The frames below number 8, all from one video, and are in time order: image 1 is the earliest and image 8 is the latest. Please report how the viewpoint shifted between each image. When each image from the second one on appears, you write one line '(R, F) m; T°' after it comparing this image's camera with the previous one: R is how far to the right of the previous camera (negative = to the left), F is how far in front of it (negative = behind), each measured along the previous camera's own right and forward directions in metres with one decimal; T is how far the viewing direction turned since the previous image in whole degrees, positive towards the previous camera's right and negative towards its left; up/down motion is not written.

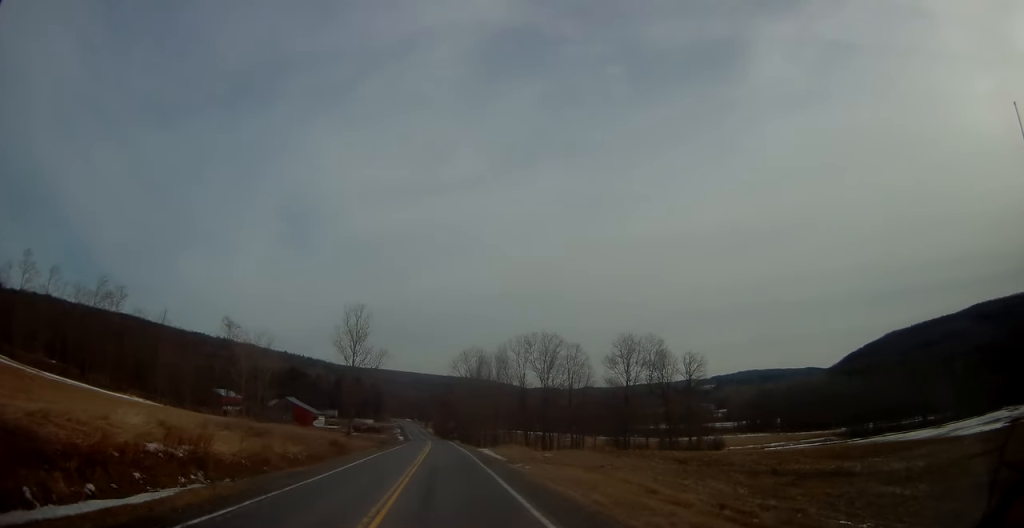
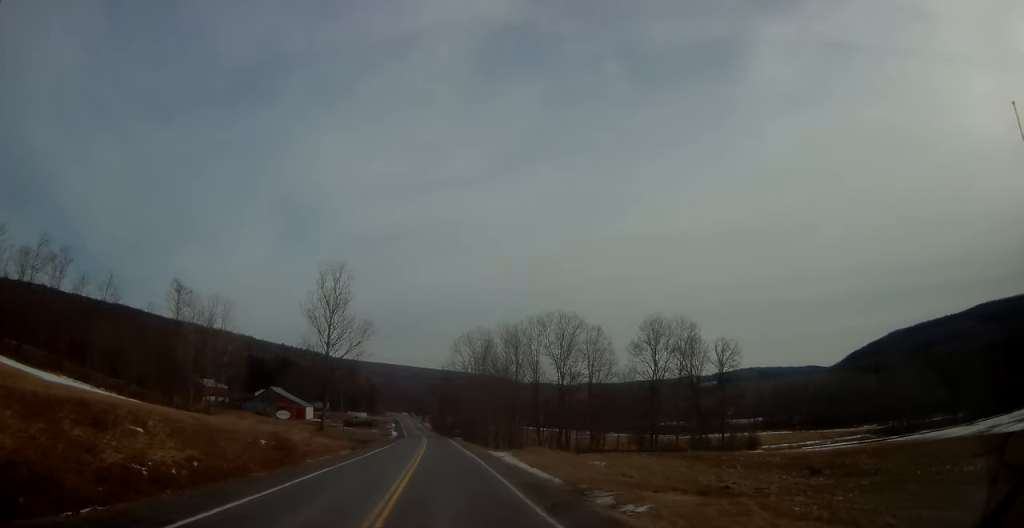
(+0.1, +17.1) m; 0°
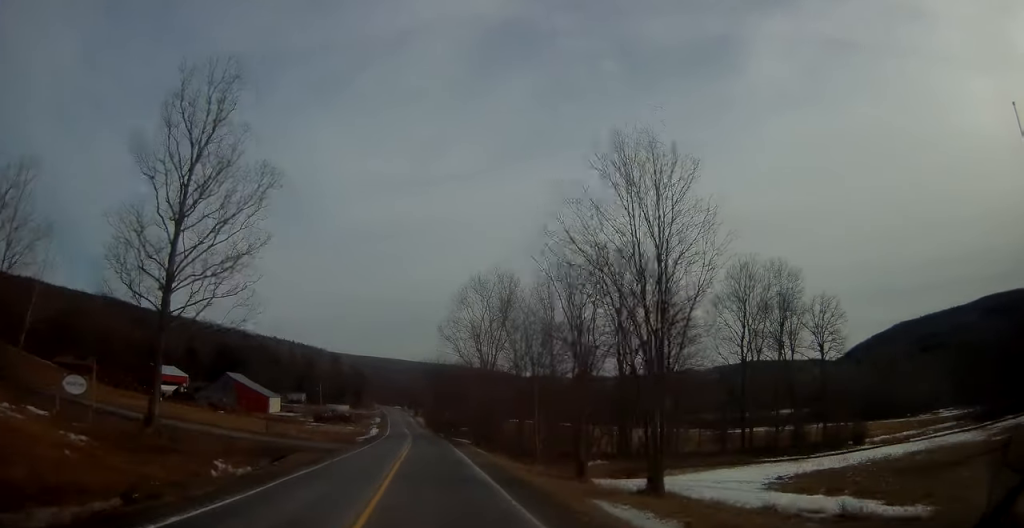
(0.0, +36.2) m; 0°
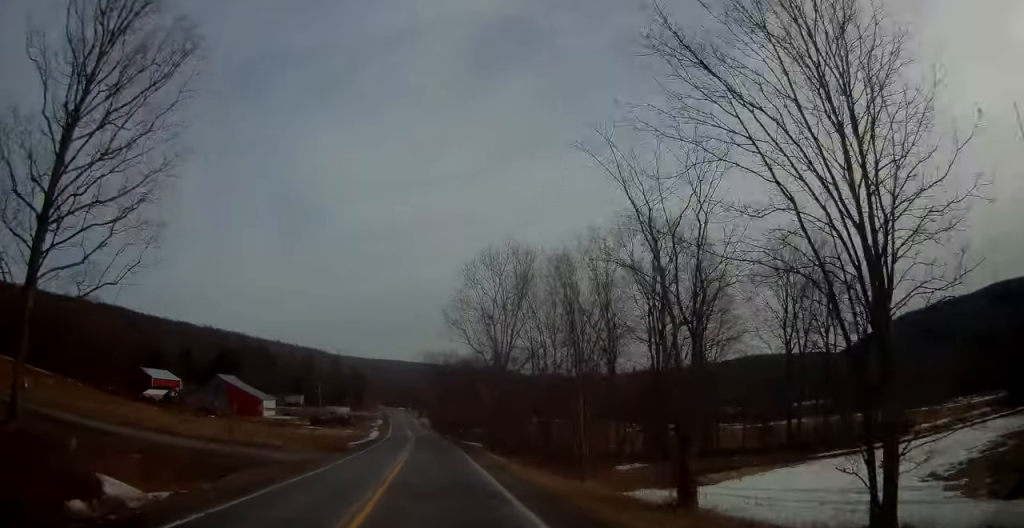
(0.0, +9.9) m; 0°
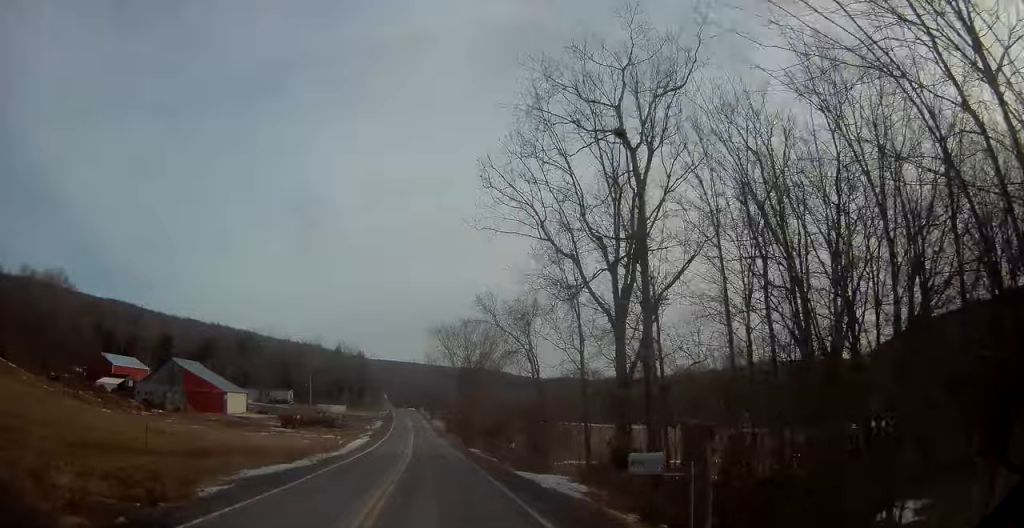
(-0.2, +31.7) m; -2°
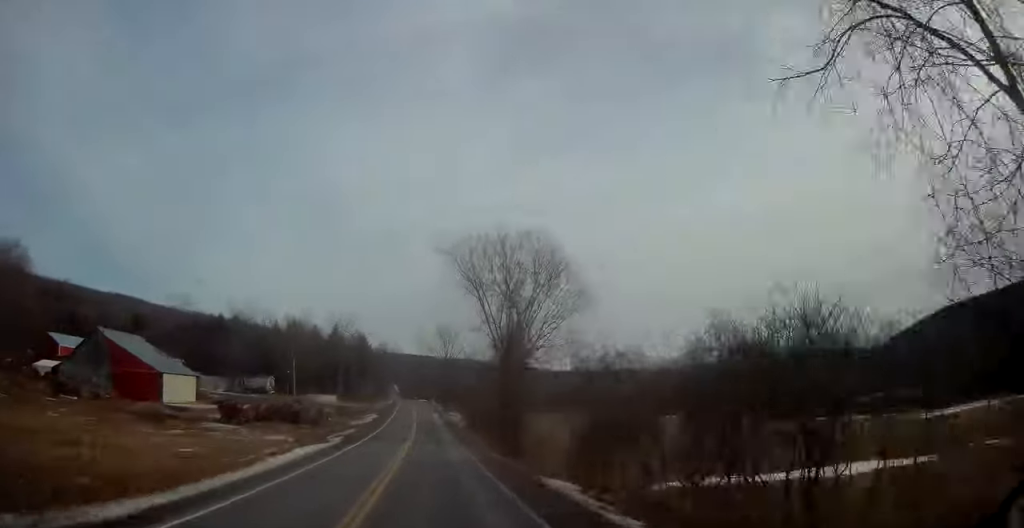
(-0.6, +30.3) m; -1°
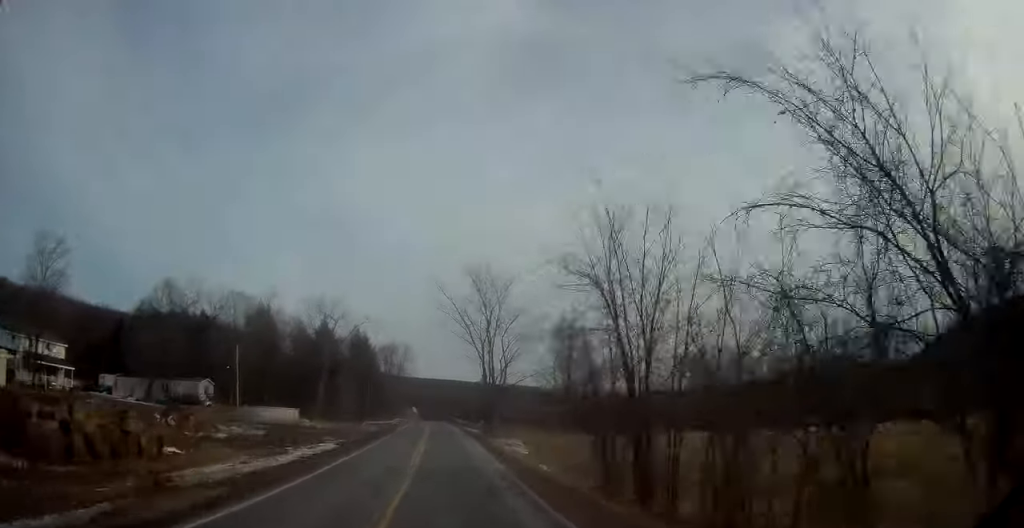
(0.0, +46.3) m; -1°
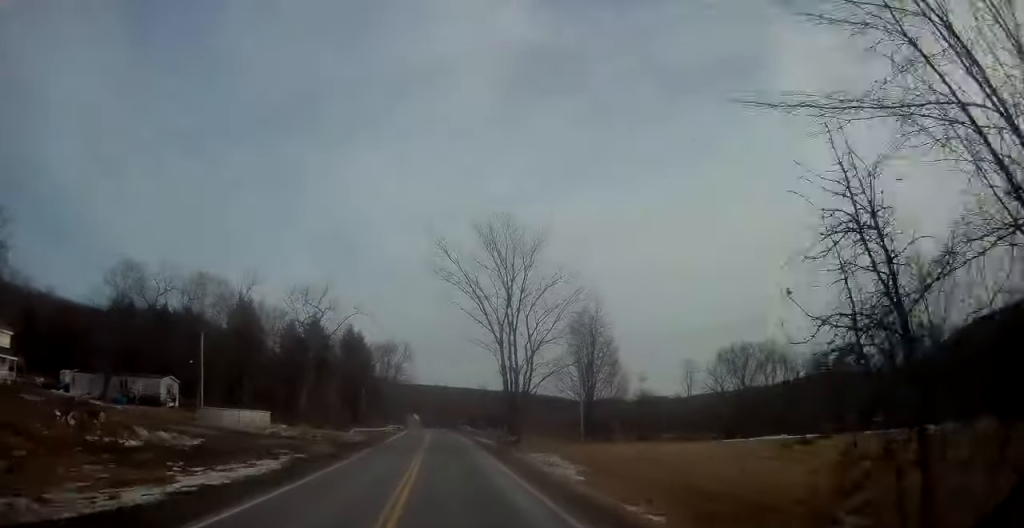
(-0.3, +12.6) m; -1°
